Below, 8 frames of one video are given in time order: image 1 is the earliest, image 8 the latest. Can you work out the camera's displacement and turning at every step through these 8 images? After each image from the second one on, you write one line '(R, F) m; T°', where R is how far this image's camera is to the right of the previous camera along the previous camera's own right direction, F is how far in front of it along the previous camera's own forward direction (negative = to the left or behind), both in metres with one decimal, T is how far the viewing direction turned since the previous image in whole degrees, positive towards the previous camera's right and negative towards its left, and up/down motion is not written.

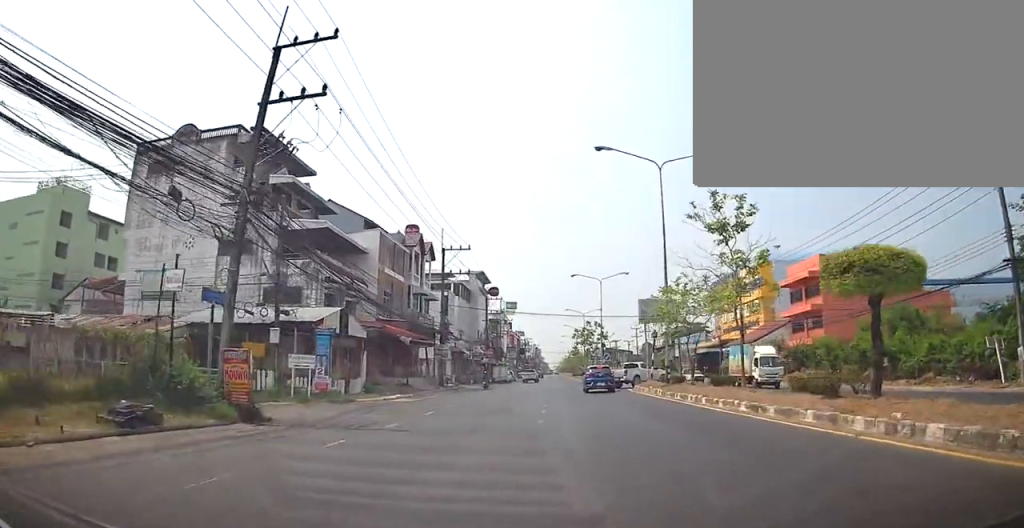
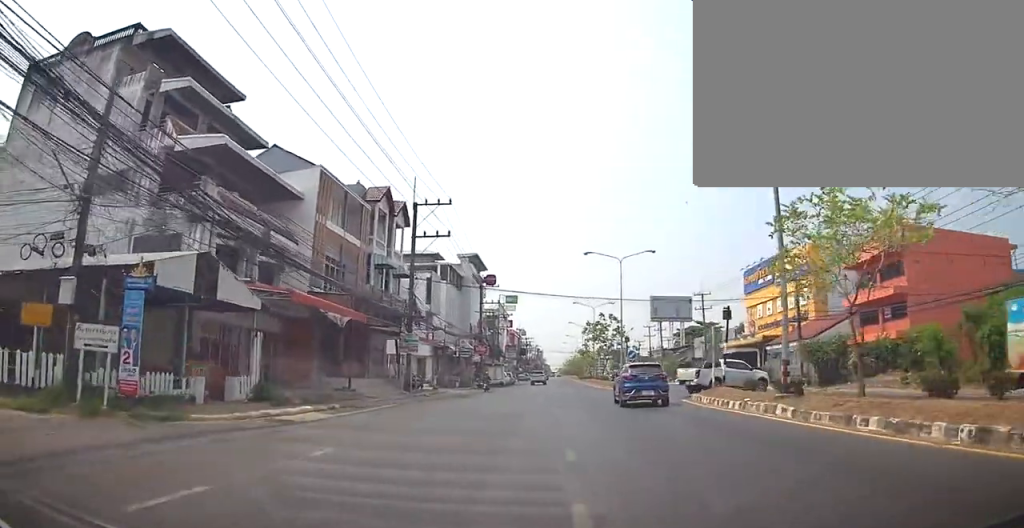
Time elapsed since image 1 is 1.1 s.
(-0.7, +13.9) m; 0°
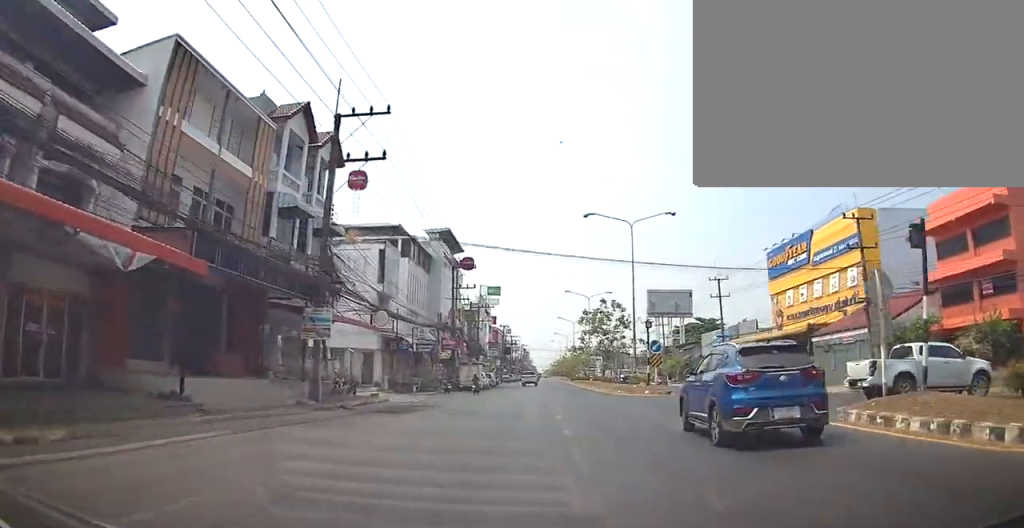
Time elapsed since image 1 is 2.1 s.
(+0.6, +13.3) m; 0°
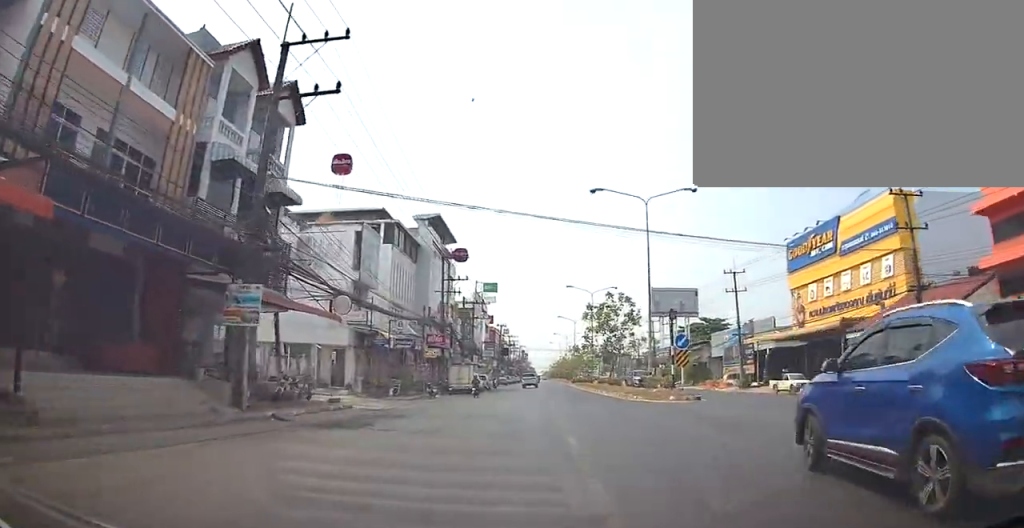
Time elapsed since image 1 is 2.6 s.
(-0.4, +6.0) m; 0°
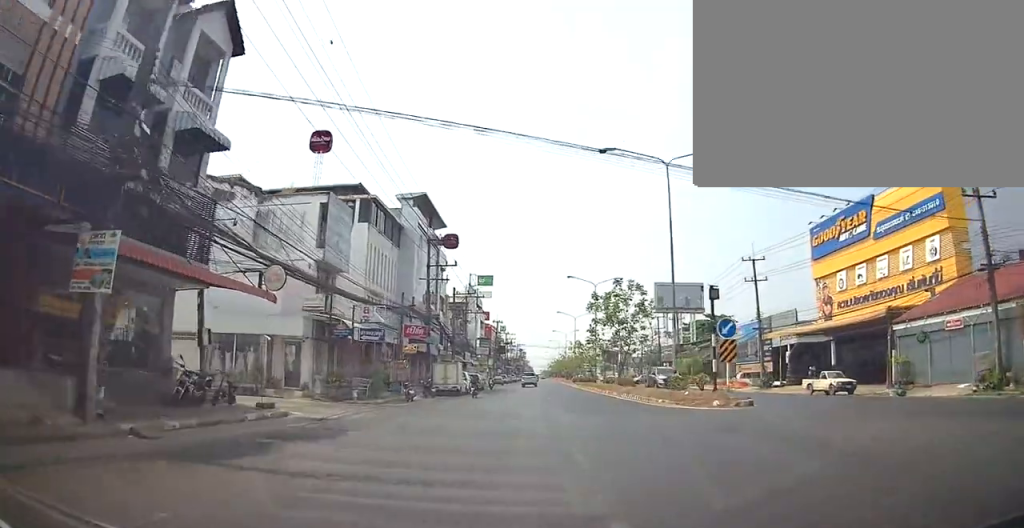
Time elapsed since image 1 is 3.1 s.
(-0.2, +6.4) m; +1°
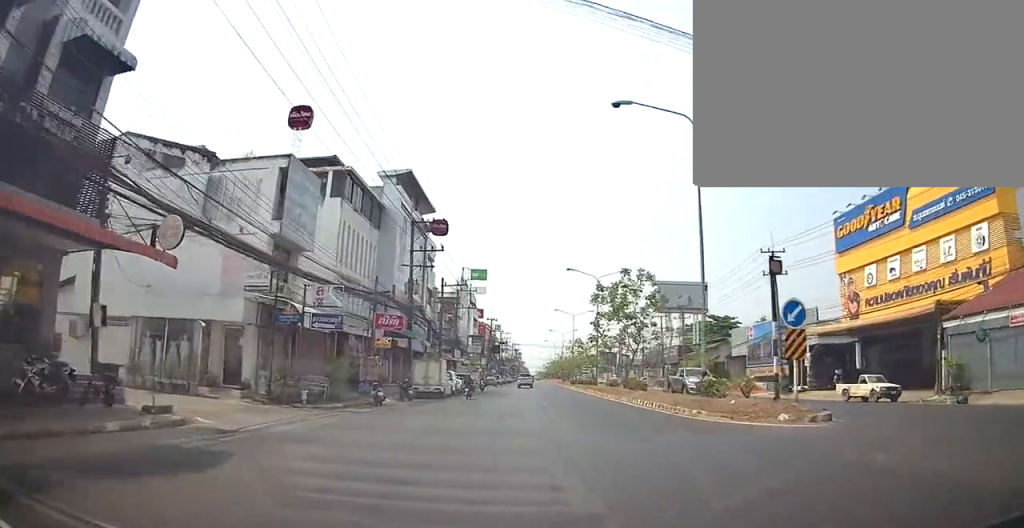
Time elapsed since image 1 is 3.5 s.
(+0.3, +5.6) m; +2°
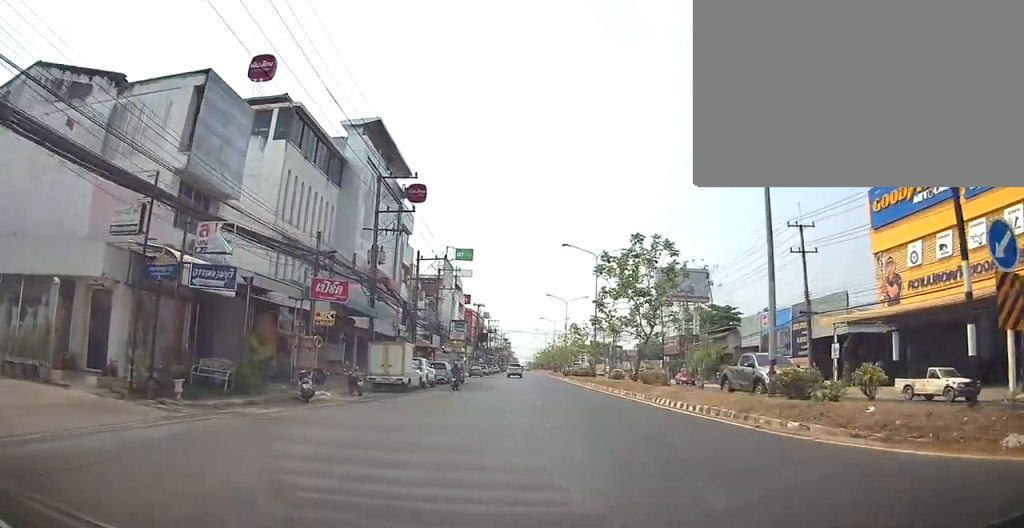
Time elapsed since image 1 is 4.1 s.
(+0.2, +7.5) m; +2°
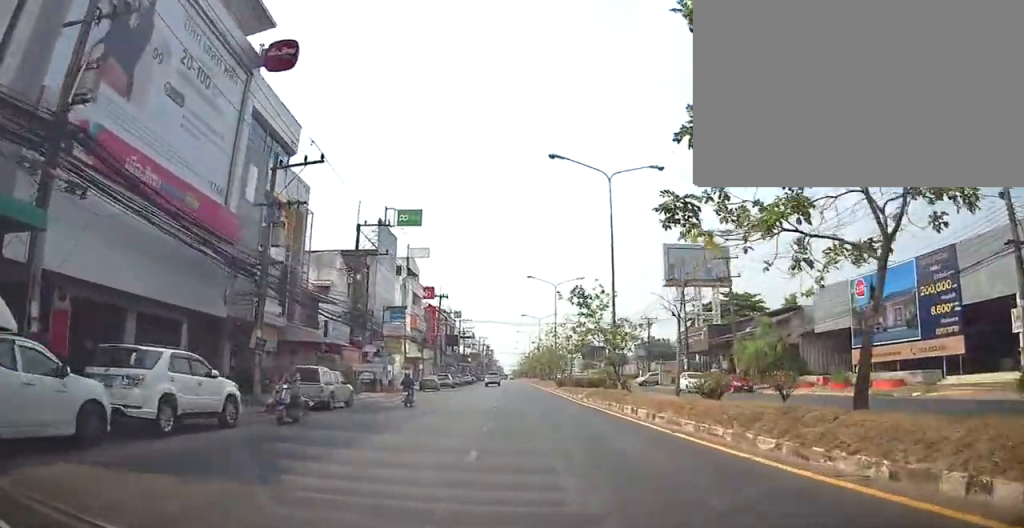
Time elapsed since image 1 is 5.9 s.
(0.0, +22.8) m; 0°
